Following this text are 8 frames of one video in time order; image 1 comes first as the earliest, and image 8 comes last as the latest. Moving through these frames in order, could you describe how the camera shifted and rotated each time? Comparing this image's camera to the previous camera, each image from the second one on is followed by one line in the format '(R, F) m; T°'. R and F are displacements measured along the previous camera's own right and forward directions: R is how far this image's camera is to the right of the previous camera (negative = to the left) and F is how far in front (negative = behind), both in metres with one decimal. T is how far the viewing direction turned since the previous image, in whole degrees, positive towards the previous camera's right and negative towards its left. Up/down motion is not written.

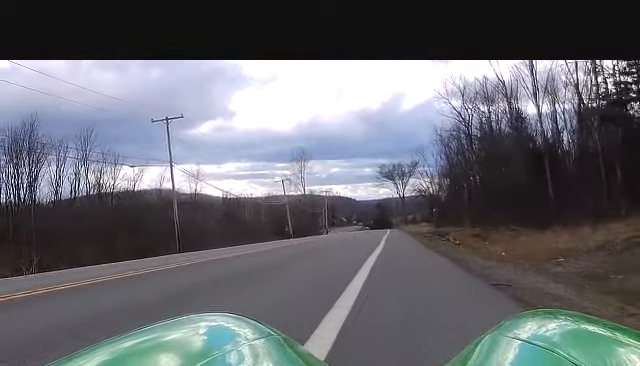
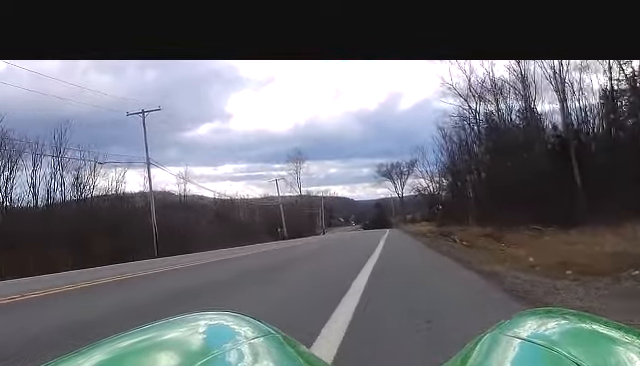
(+0.2, +5.4) m; +1°
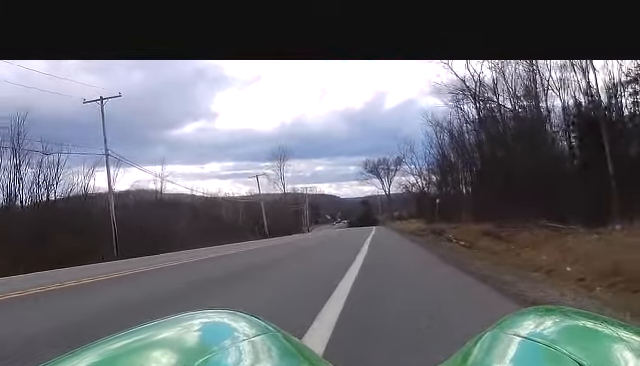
(0.0, +5.9) m; 0°
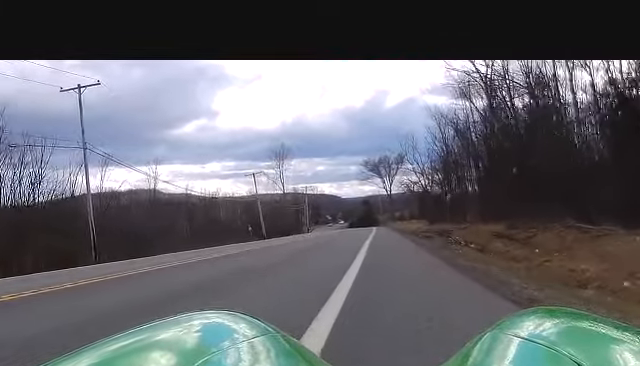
(0.0, +3.9) m; 0°
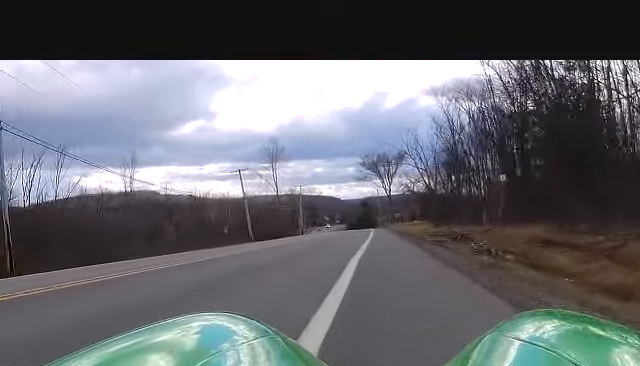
(0.0, +10.4) m; 0°
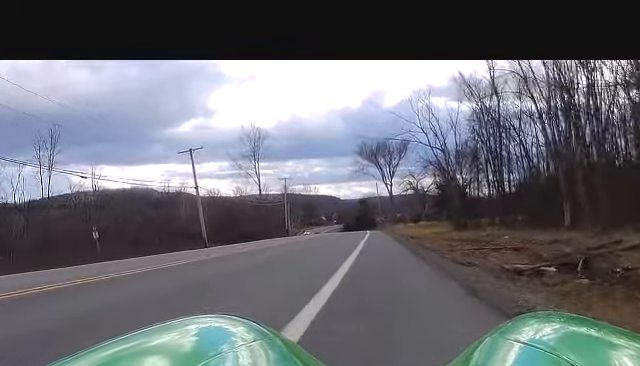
(-1.0, +27.3) m; -2°
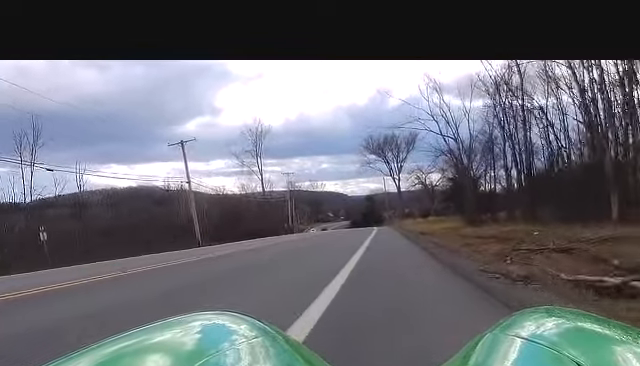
(+0.1, +6.2) m; +2°
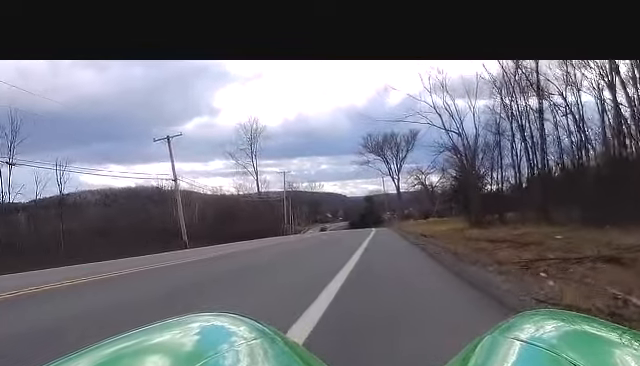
(0.0, +4.7) m; +1°
